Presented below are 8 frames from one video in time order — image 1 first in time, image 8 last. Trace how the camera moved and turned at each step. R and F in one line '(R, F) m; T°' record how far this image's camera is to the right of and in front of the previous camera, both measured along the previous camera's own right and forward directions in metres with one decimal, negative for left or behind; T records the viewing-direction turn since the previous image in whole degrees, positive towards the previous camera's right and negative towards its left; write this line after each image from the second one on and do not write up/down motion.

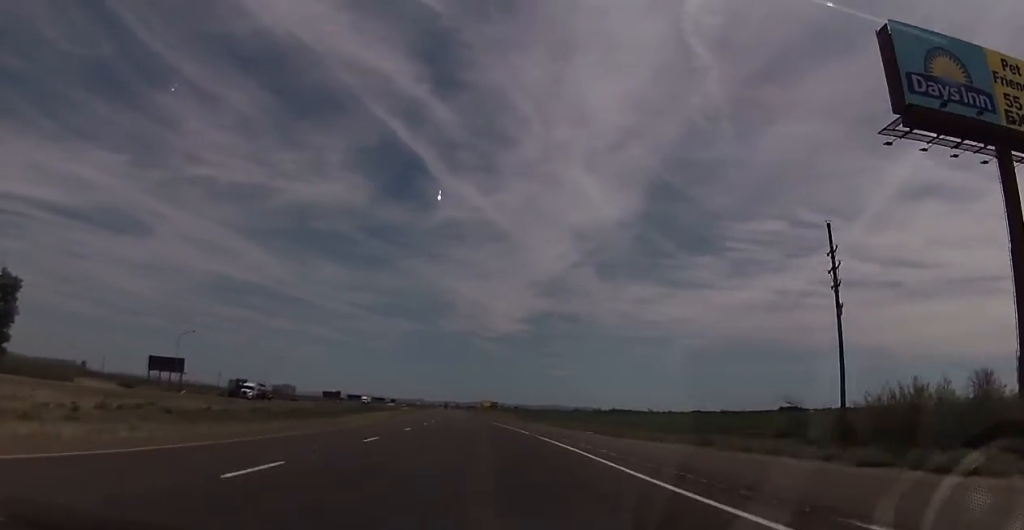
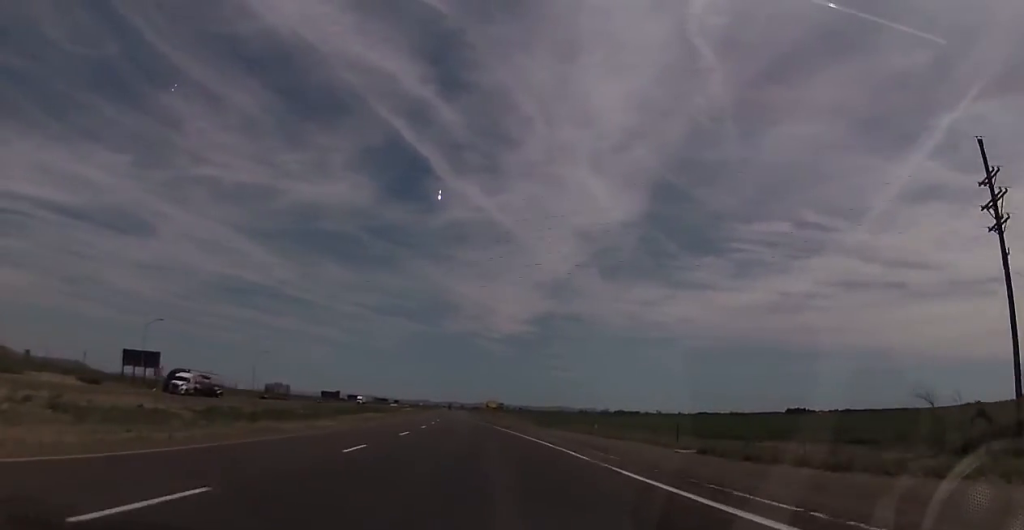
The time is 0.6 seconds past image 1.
(-0.2, +17.4) m; -1°
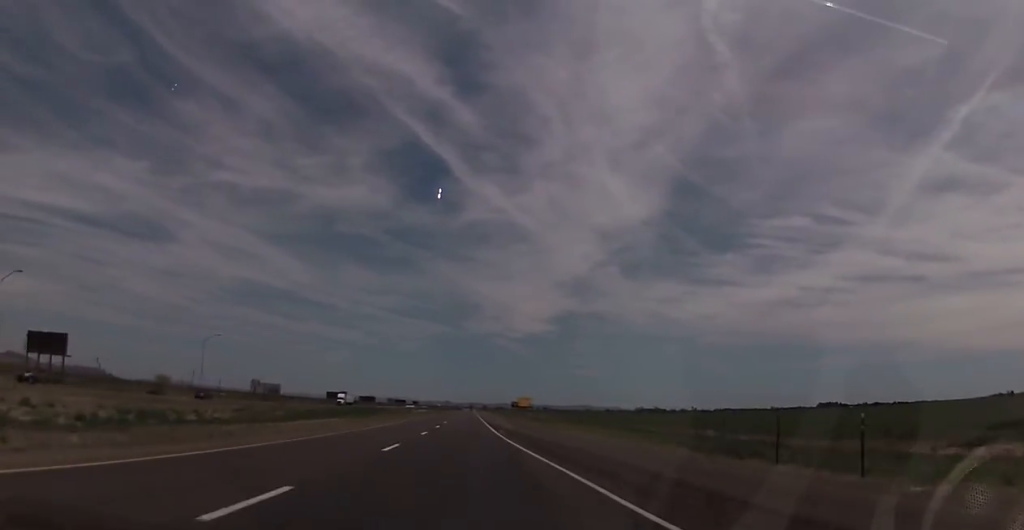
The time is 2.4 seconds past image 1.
(-0.9, +48.5) m; -2°
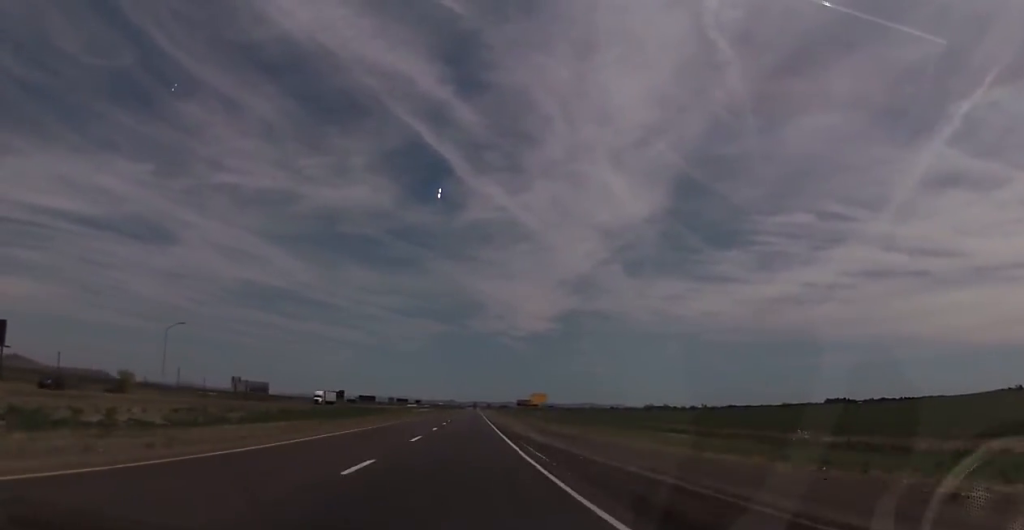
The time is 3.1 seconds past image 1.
(-0.1, +19.2) m; 0°
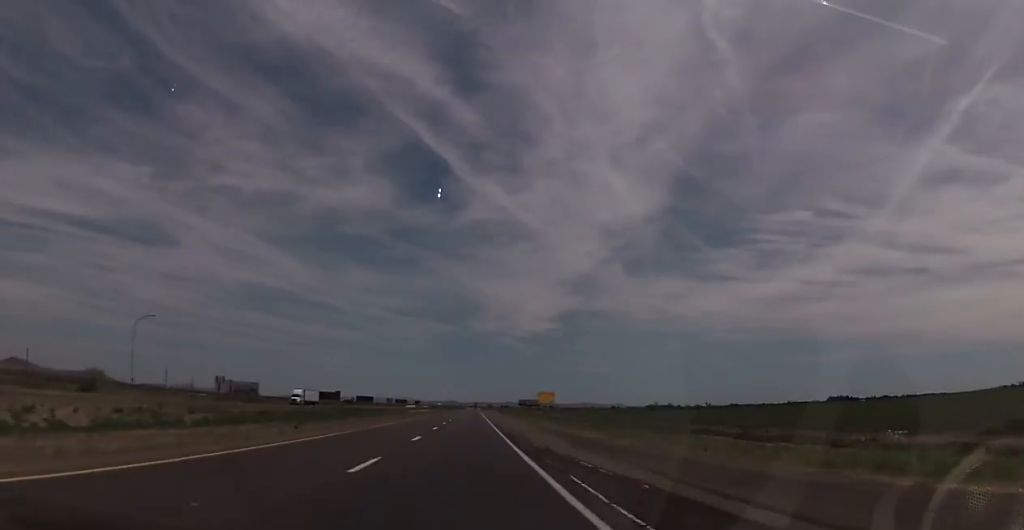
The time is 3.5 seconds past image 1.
(+0.1, +12.0) m; 0°
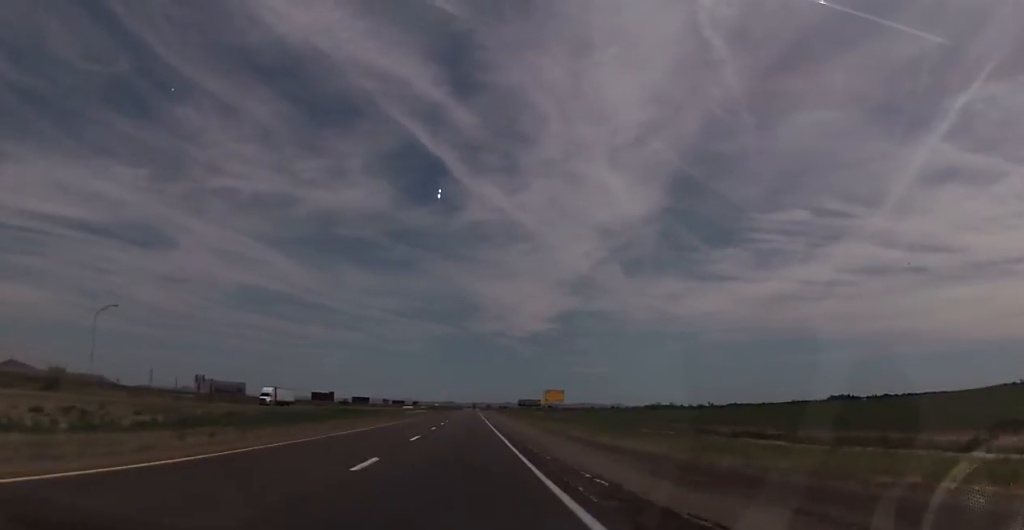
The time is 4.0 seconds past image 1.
(+0.1, +11.9) m; 0°
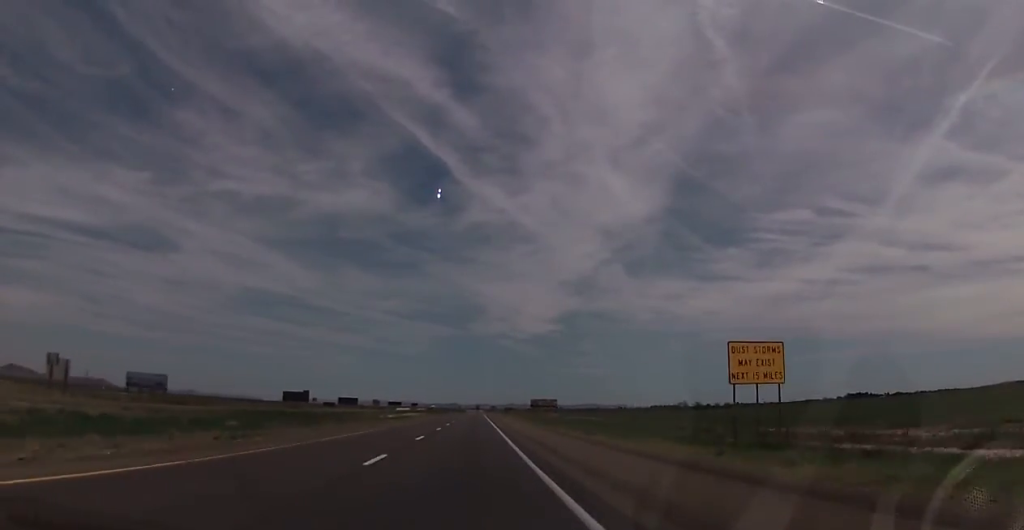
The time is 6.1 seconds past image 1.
(-0.3, +59.8) m; +1°
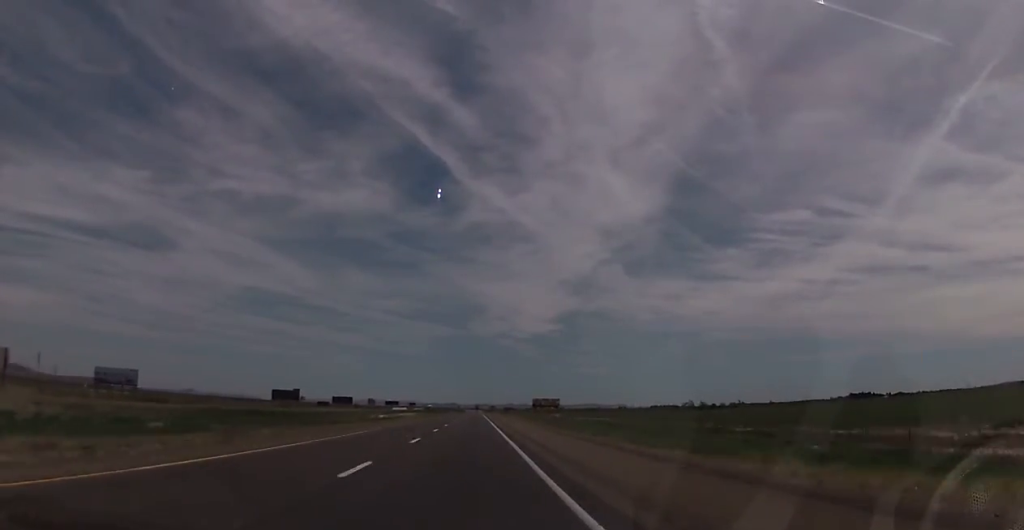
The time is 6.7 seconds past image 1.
(+0.1, +14.7) m; 0°
